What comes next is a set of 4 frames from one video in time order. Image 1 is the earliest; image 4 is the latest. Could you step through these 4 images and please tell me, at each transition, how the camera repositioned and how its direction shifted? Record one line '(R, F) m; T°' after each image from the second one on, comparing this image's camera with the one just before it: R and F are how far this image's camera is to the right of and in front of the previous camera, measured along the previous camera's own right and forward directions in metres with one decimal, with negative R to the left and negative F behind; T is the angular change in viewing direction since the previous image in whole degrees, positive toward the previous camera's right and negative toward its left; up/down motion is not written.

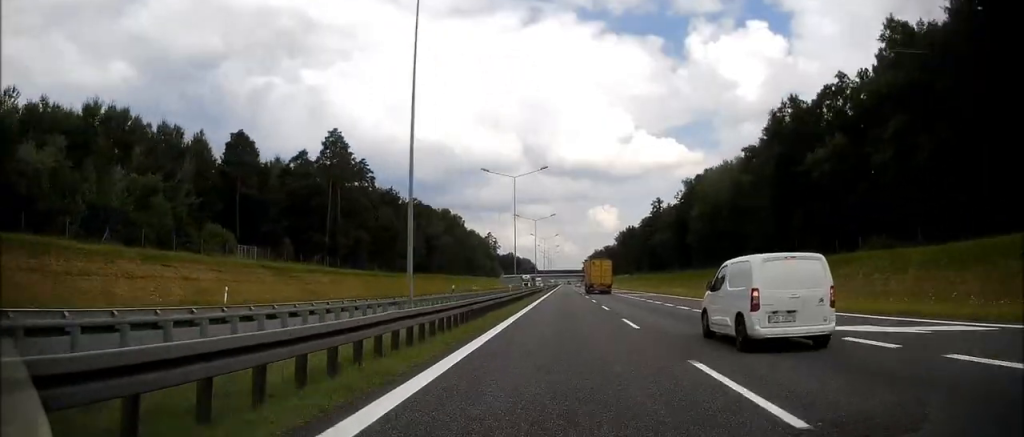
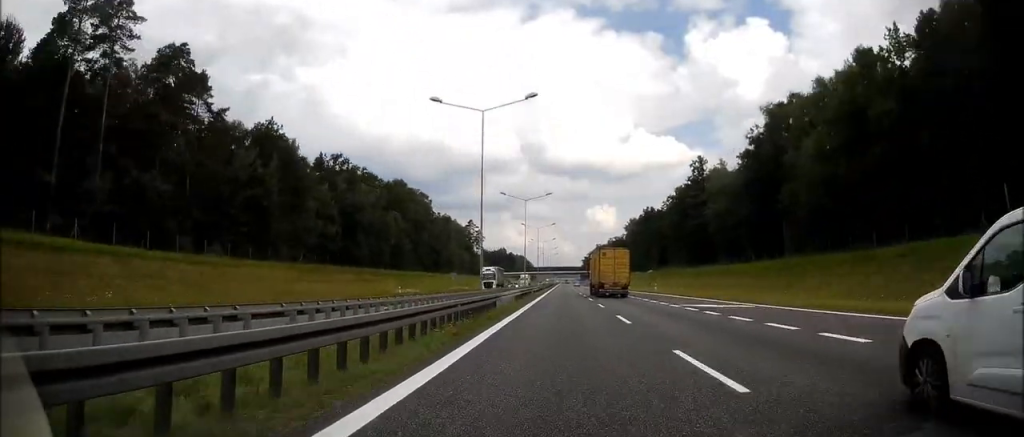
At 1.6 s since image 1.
(-0.1, +58.5) m; 0°
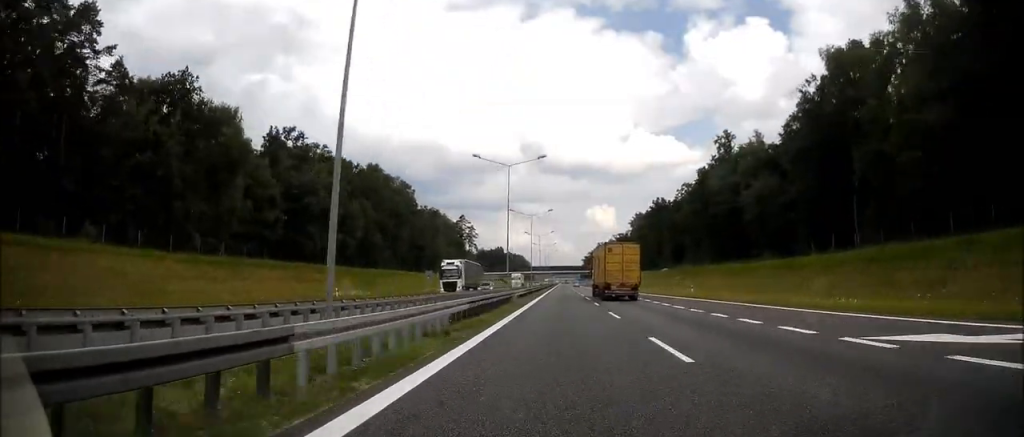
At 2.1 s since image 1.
(+0.1, +21.1) m; 0°
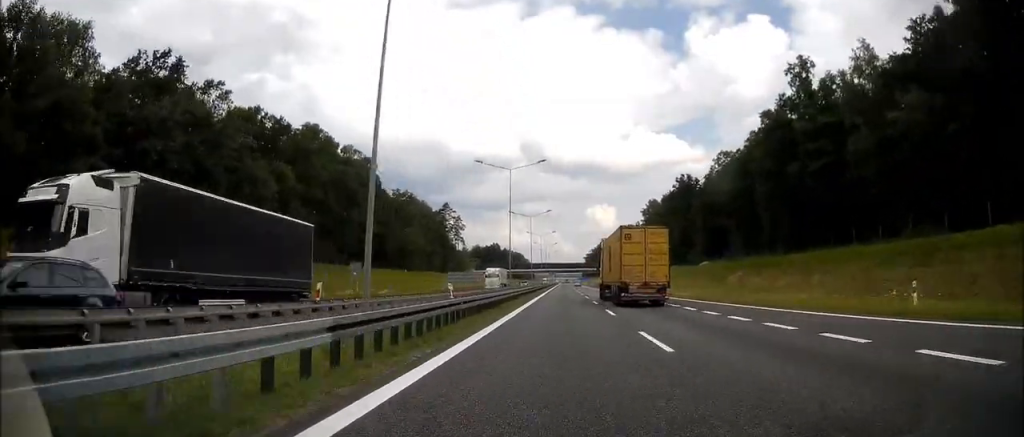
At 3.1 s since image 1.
(+0.1, +34.9) m; 0°
